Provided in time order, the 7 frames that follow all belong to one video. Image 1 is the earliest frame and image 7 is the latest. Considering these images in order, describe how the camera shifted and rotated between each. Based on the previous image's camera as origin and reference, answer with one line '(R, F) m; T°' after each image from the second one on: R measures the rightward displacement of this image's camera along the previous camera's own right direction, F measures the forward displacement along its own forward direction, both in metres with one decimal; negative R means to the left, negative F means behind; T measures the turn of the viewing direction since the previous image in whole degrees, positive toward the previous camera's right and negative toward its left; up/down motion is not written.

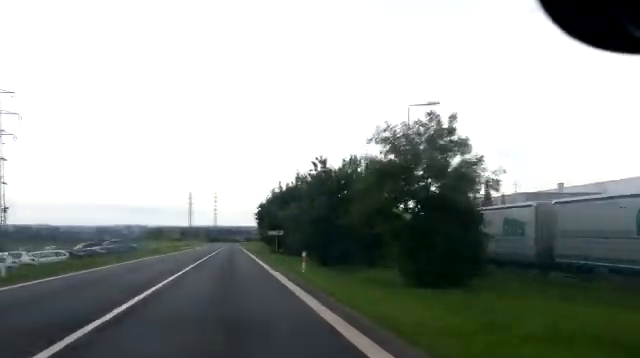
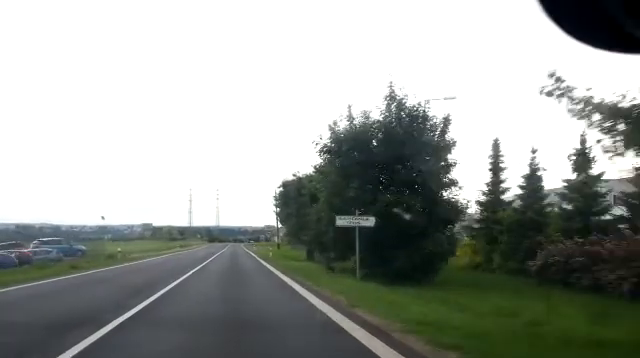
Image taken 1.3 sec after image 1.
(-0.5, +25.9) m; -2°
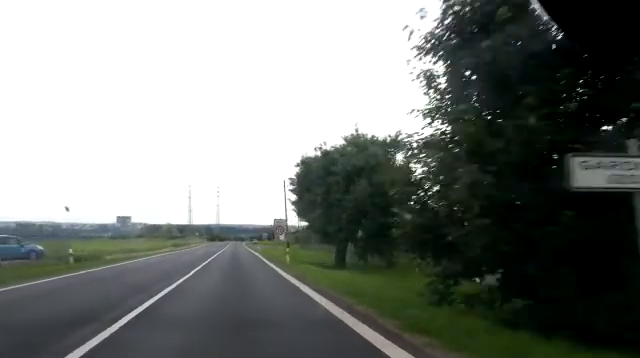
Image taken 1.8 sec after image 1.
(-0.2, +10.6) m; 0°
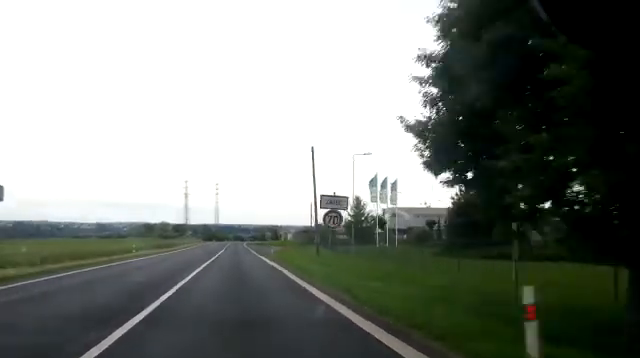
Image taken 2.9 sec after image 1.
(+0.1, +21.1) m; 0°
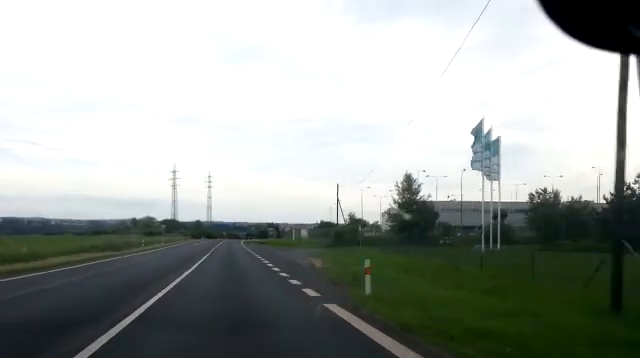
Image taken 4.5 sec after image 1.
(-0.1, +31.0) m; 0°
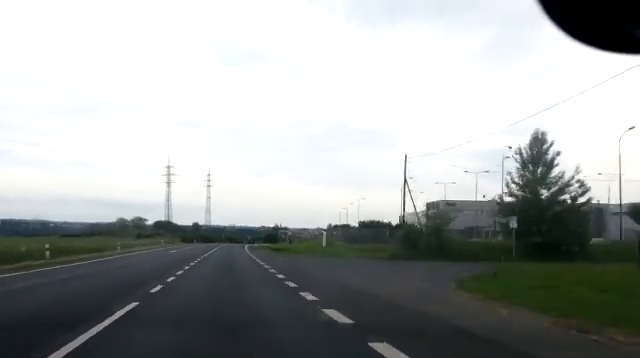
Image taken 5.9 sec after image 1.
(0.0, +28.0) m; 0°
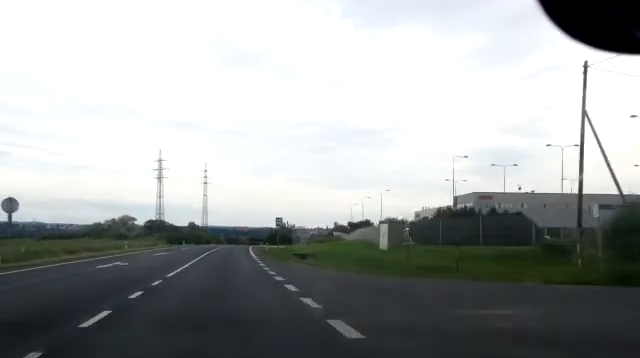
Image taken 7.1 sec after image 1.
(+0.2, +22.7) m; +1°
